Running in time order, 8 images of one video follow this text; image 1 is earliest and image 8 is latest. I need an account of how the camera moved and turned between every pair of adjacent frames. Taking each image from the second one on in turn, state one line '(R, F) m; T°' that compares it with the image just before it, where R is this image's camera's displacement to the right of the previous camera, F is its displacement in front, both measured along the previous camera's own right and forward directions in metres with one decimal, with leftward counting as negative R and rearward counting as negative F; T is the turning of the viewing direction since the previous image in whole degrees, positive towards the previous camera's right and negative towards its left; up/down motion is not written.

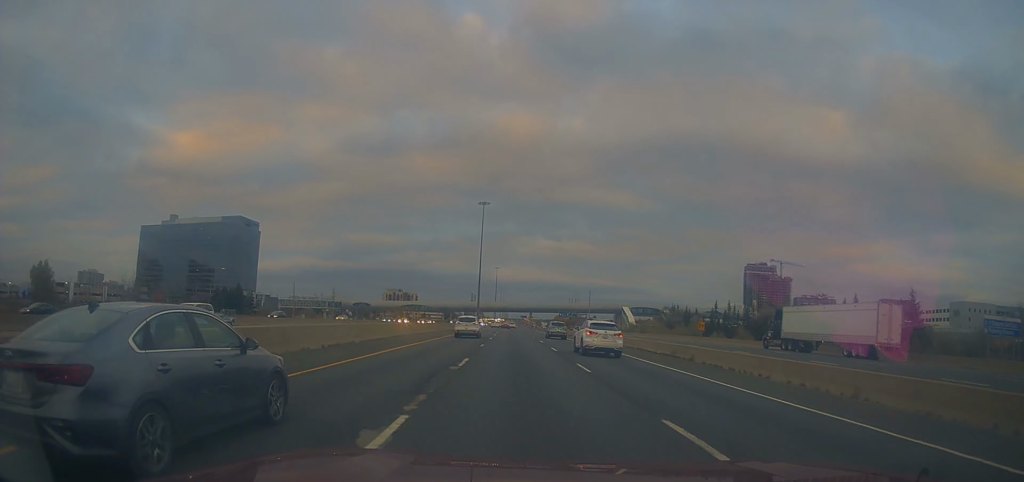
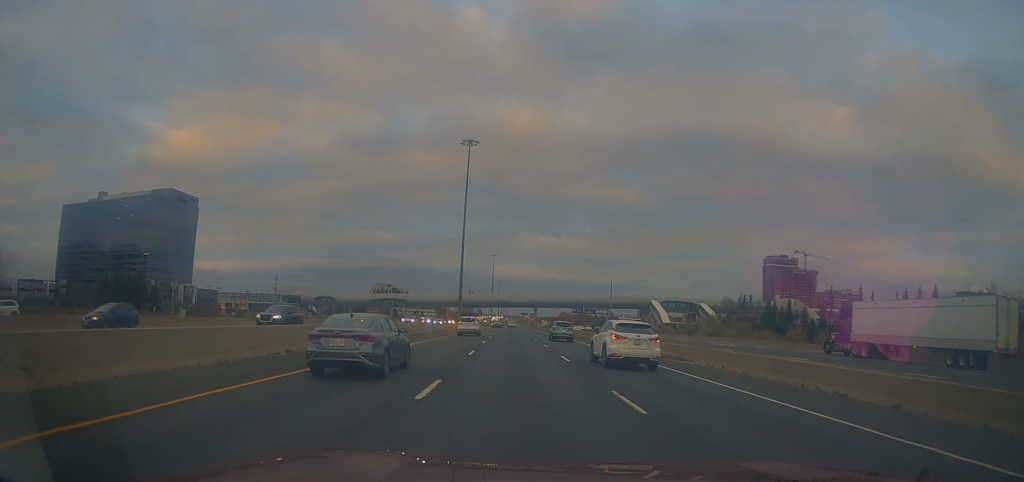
(-0.2, +56.2) m; 0°
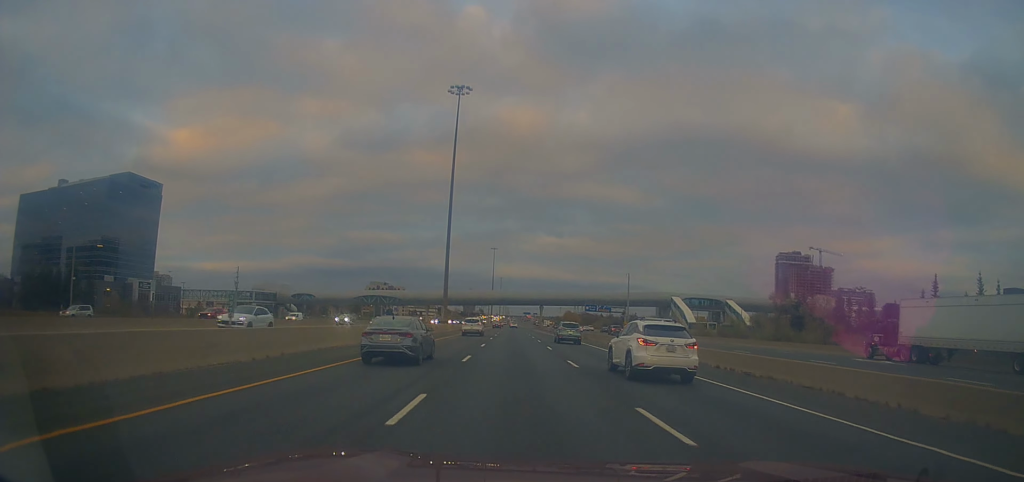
(0.0, +26.8) m; 0°
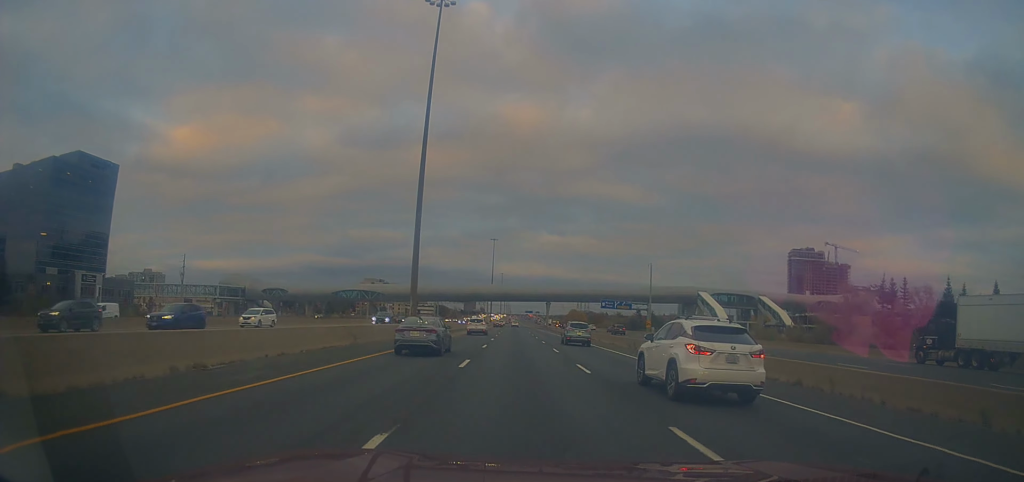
(+0.1, +26.8) m; 0°
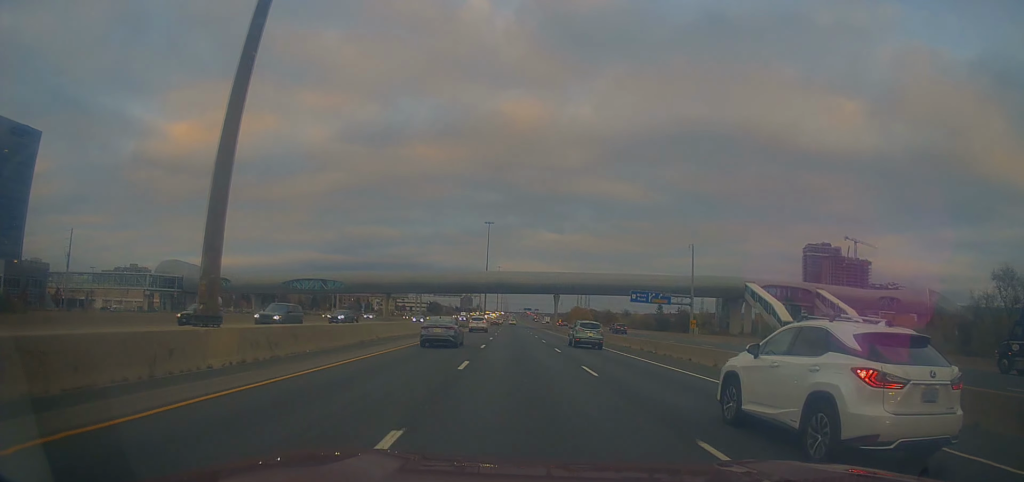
(-0.2, +36.8) m; 0°
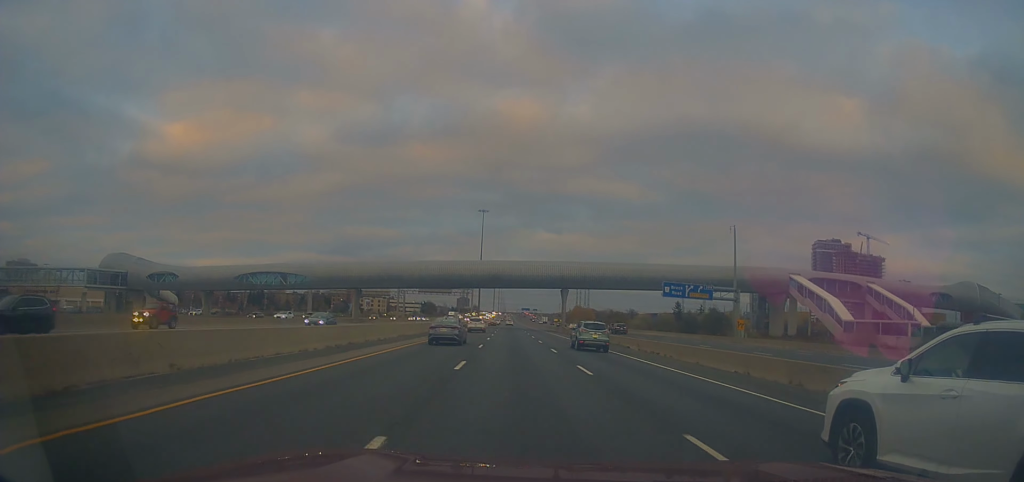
(0.0, +23.8) m; 0°
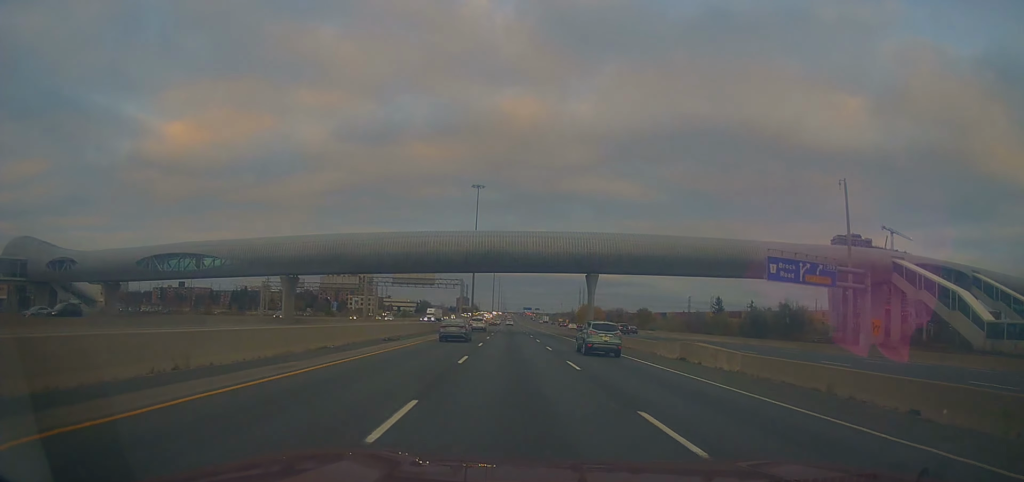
(+0.1, +33.7) m; 0°
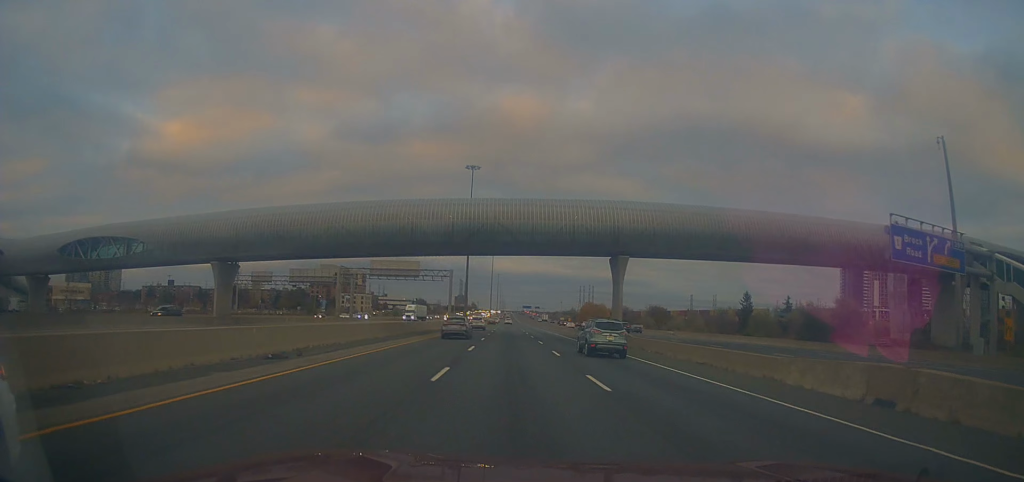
(0.0, +17.9) m; 0°
